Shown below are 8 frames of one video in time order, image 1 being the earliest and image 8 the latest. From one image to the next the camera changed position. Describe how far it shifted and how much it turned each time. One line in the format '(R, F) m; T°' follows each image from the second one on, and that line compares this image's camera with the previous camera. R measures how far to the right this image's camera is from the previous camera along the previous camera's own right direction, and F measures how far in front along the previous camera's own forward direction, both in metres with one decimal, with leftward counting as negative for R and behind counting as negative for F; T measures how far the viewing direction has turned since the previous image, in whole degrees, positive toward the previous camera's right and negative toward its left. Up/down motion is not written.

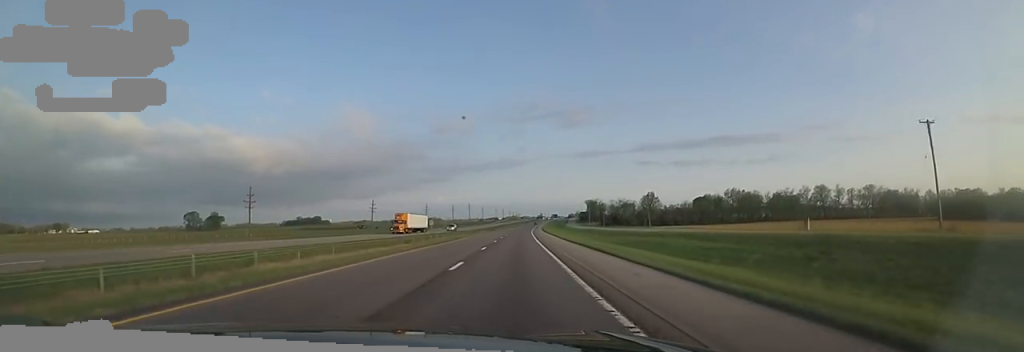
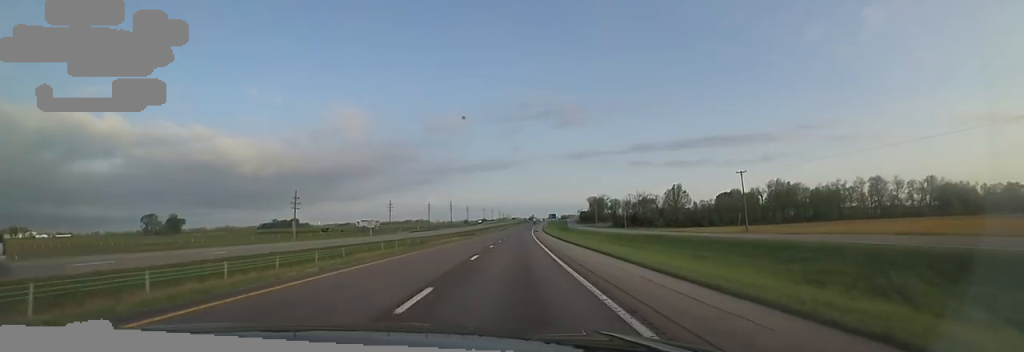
(-0.8, +56.1) m; +1°
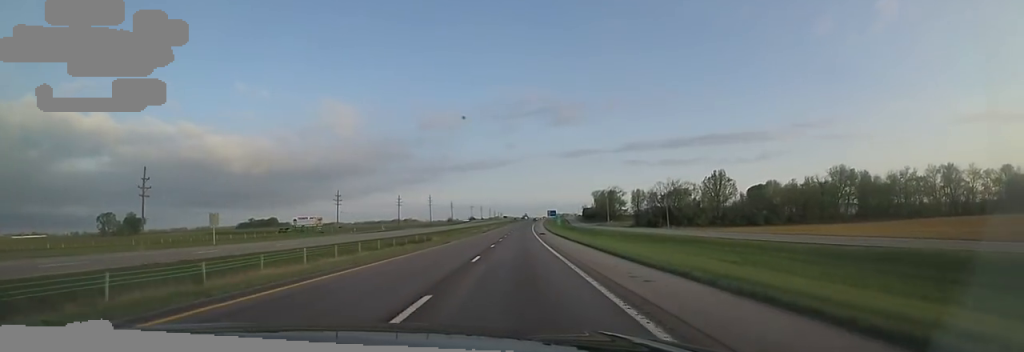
(+0.6, +50.4) m; +1°
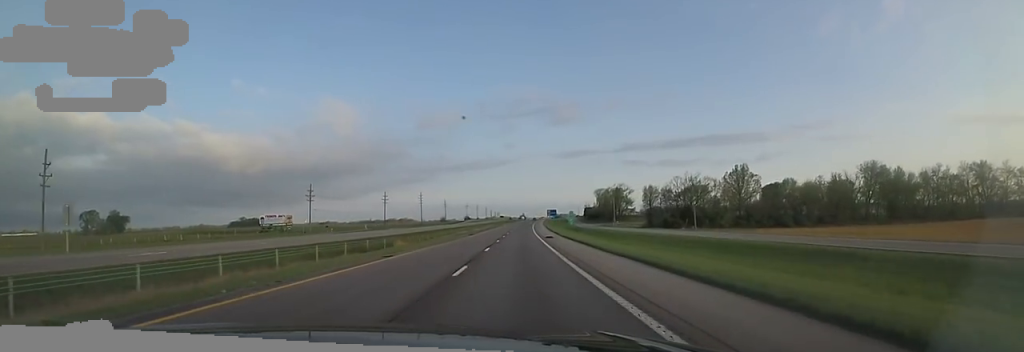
(+0.4, +18.3) m; +1°
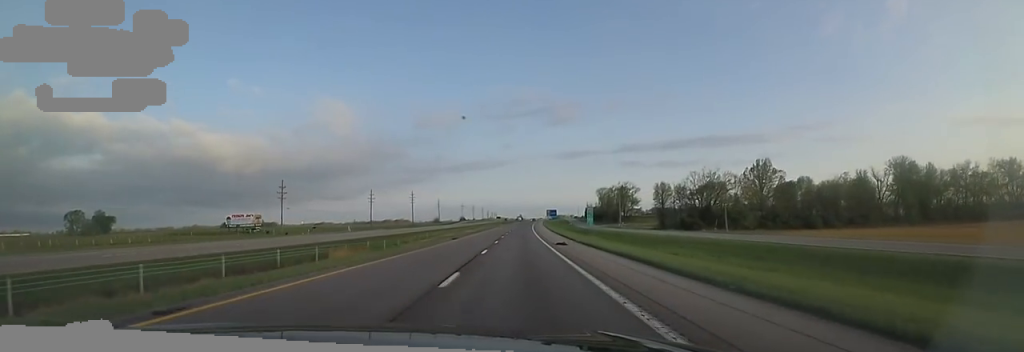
(+0.2, +14.9) m; +1°
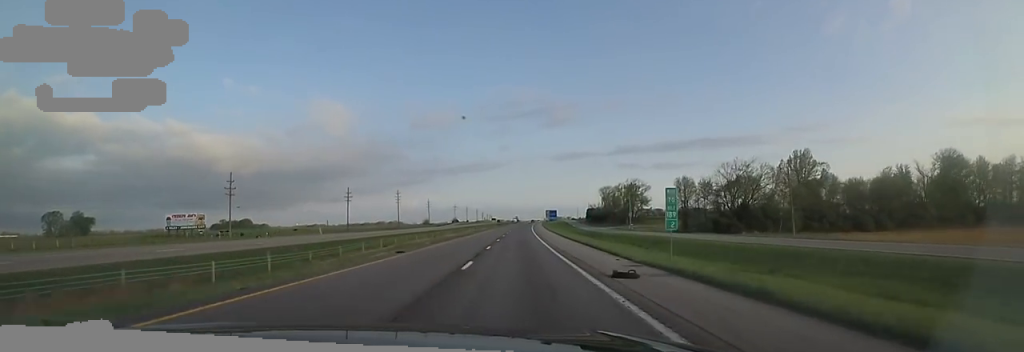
(+0.1, +20.7) m; -1°
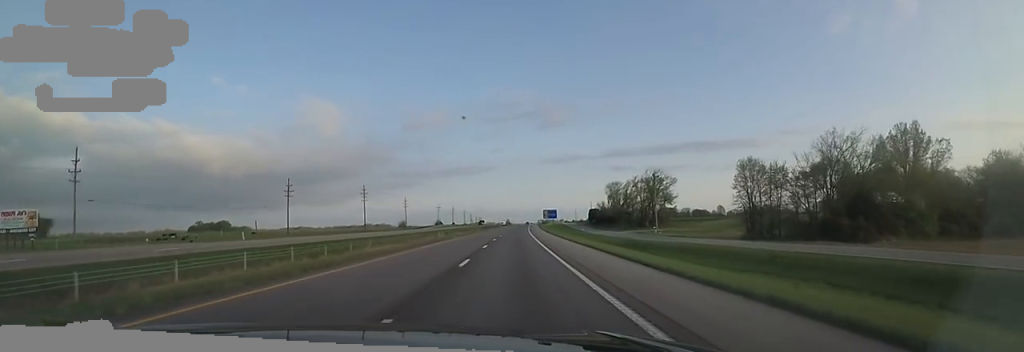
(-0.6, +36.3) m; -1°
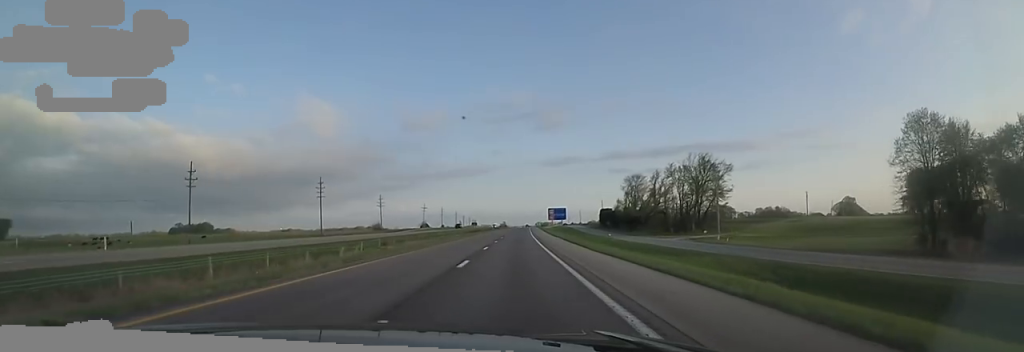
(-0.1, +36.4) m; +2°
